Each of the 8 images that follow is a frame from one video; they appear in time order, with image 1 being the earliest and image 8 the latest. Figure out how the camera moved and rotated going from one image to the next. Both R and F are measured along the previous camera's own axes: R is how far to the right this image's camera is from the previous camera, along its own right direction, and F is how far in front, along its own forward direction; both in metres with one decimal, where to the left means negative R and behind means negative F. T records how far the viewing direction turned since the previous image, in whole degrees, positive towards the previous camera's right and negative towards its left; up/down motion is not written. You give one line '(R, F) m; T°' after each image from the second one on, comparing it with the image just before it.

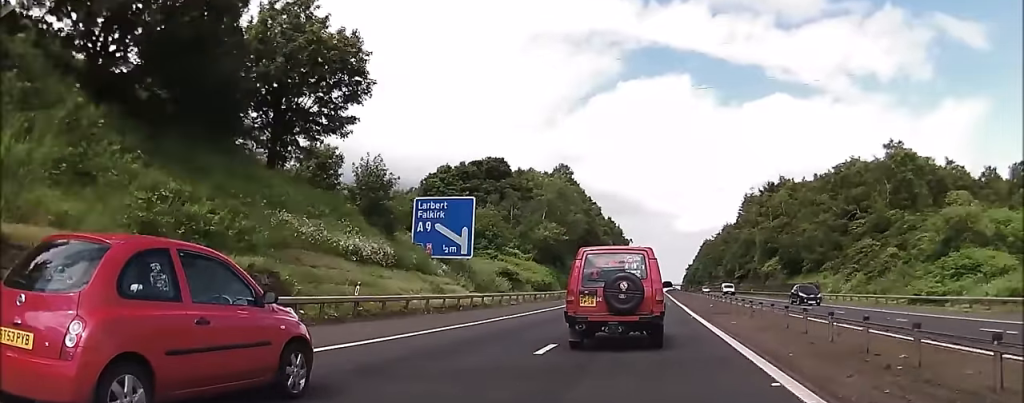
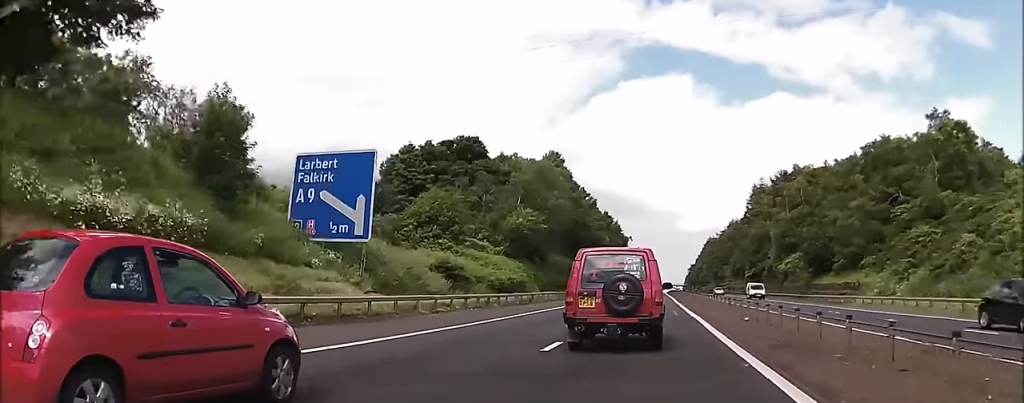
(0.0, +15.7) m; 0°
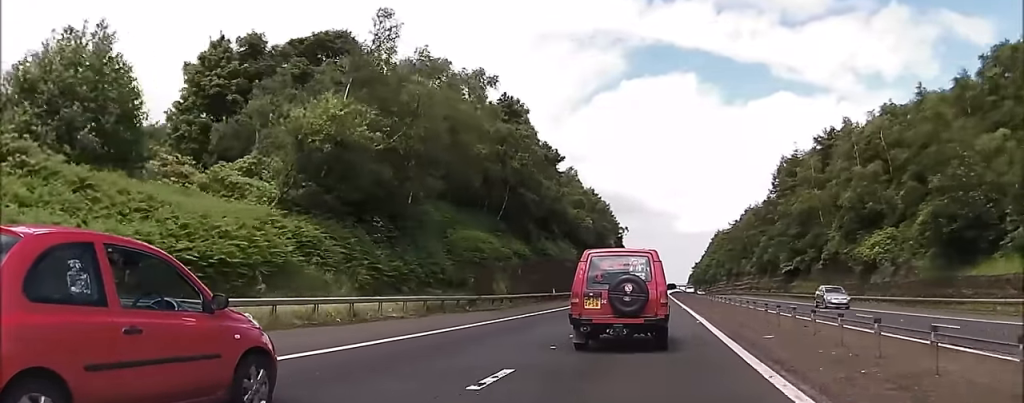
(0.0, +40.2) m; 0°
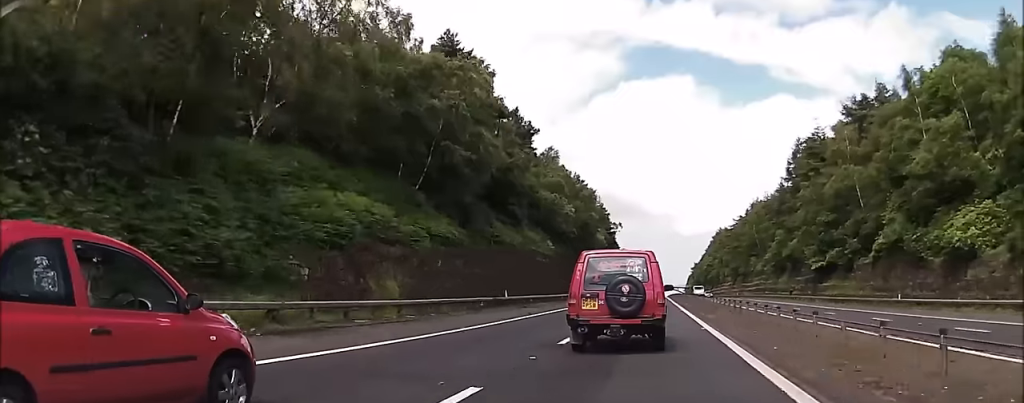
(0.0, +19.5) m; 0°
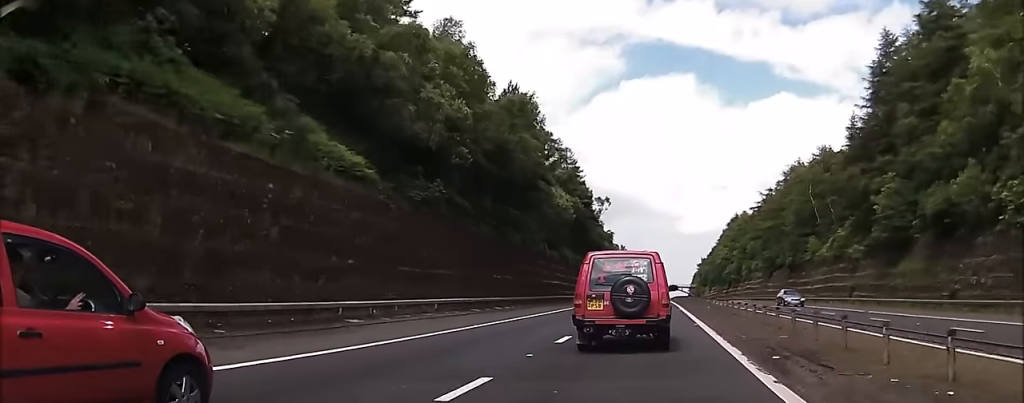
(+0.1, +50.6) m; 0°
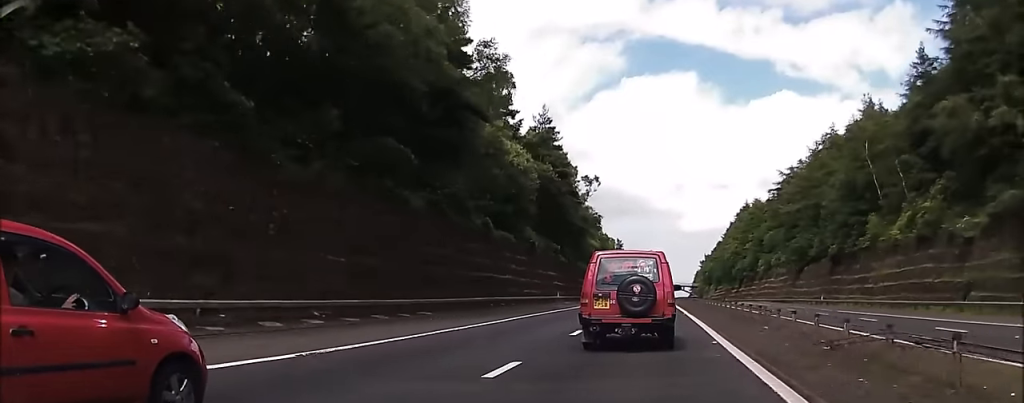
(+0.1, +24.3) m; 0°
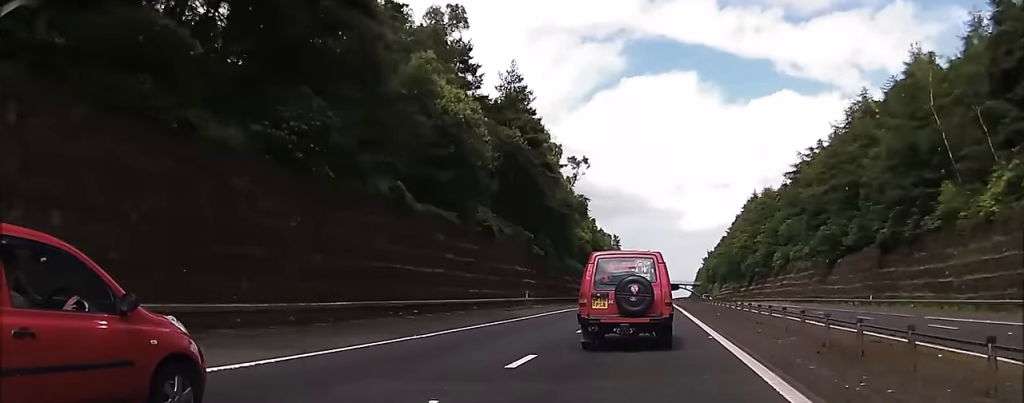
(-0.2, +16.5) m; 0°
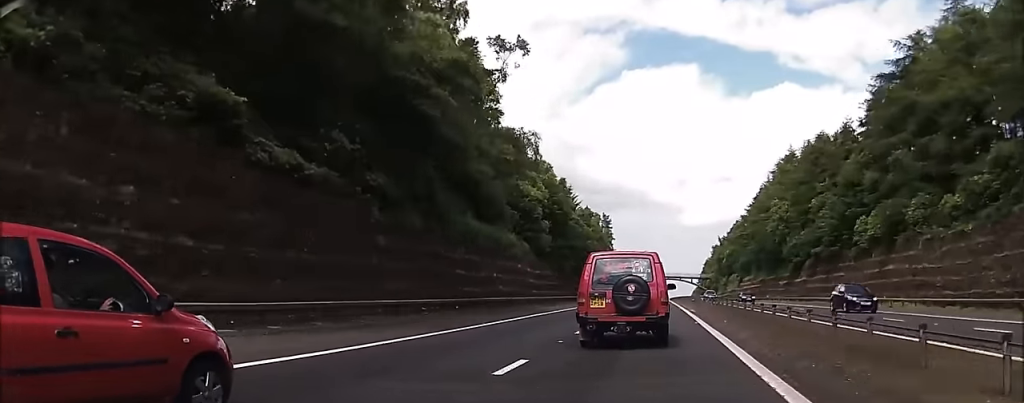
(-0.2, +45.6) m; -1°
